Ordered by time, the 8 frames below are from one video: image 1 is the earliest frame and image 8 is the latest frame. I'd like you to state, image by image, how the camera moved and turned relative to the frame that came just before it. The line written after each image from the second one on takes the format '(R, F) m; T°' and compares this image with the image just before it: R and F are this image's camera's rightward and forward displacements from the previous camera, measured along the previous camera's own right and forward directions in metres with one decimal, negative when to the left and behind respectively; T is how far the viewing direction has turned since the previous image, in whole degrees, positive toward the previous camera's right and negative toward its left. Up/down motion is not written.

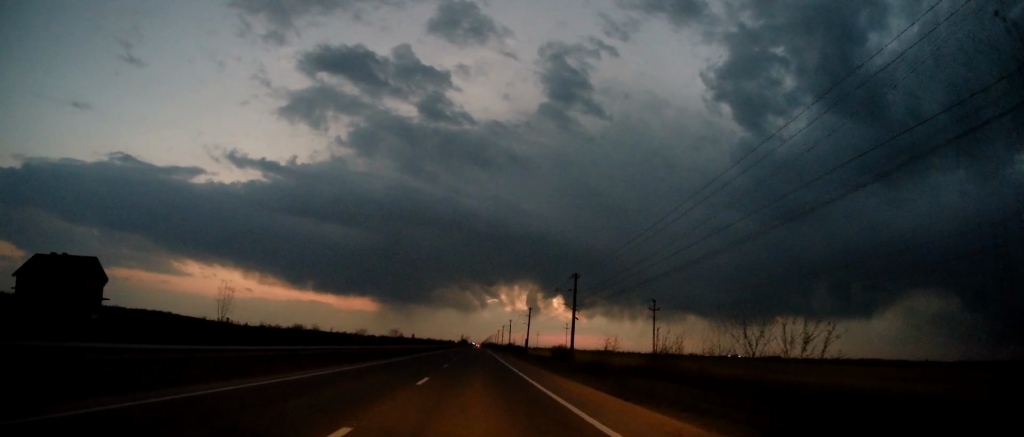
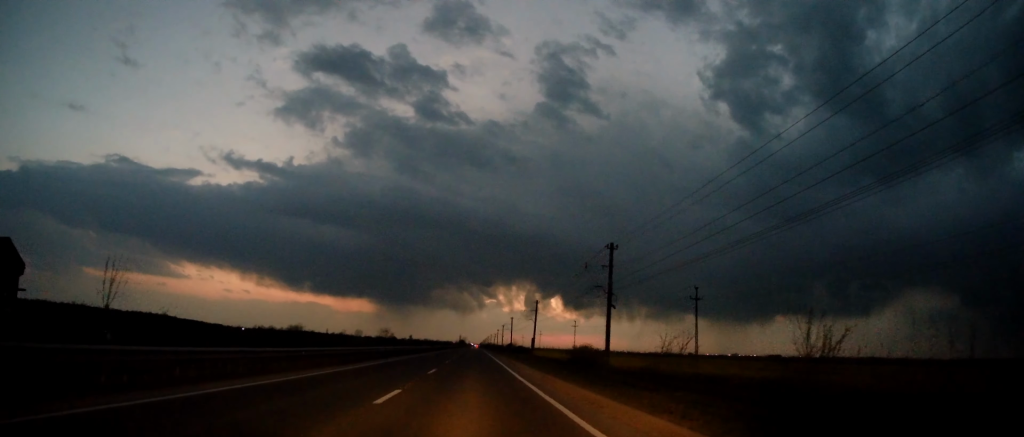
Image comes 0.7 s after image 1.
(0.0, +16.9) m; 0°
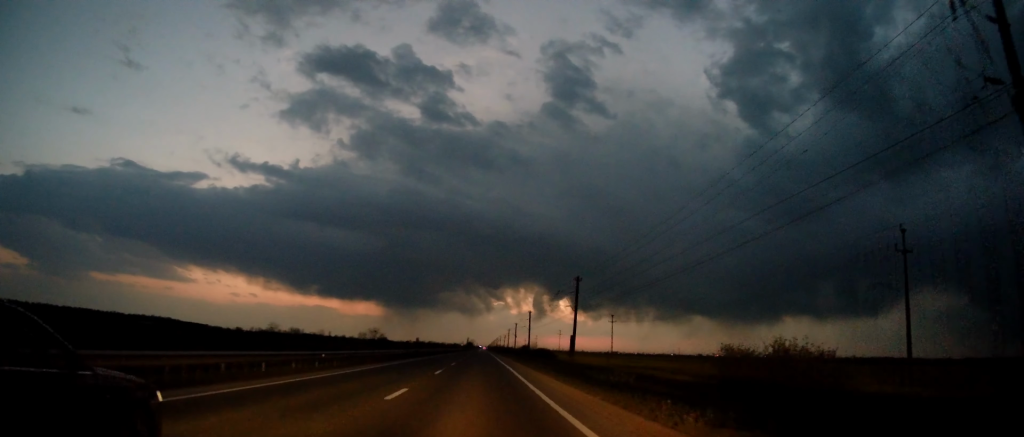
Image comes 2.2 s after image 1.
(-0.1, +33.5) m; 0°
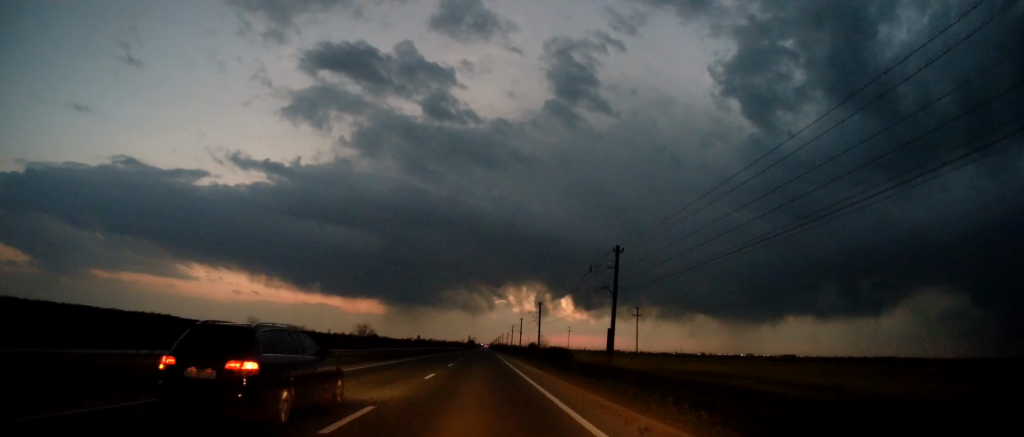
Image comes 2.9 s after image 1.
(0.0, +16.6) m; 0°
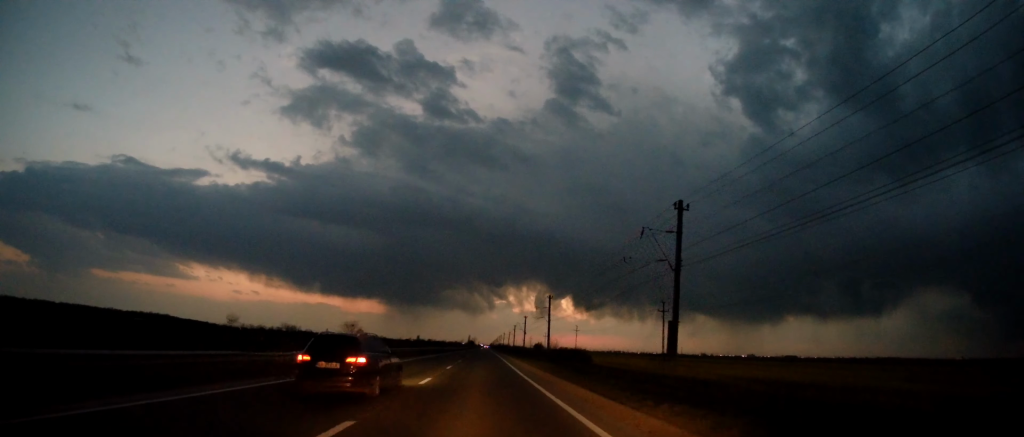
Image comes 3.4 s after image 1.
(0.0, +13.5) m; 0°
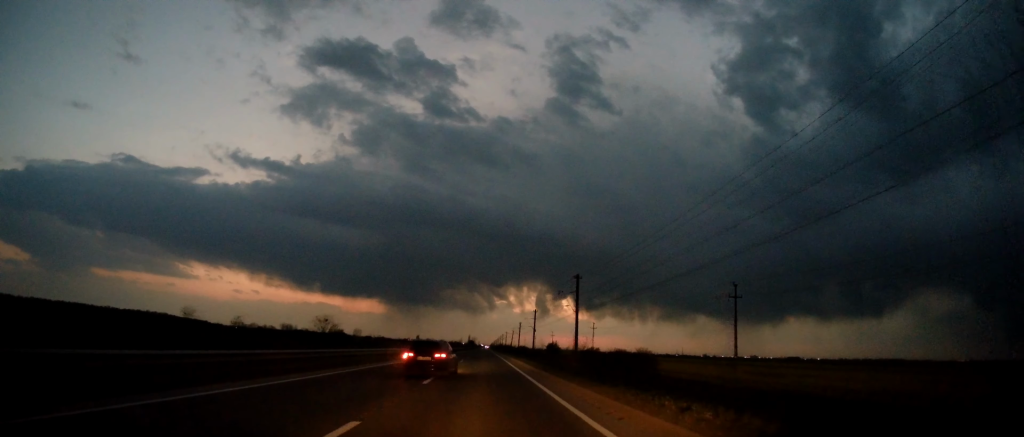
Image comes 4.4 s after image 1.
(-0.1, +23.3) m; -1°
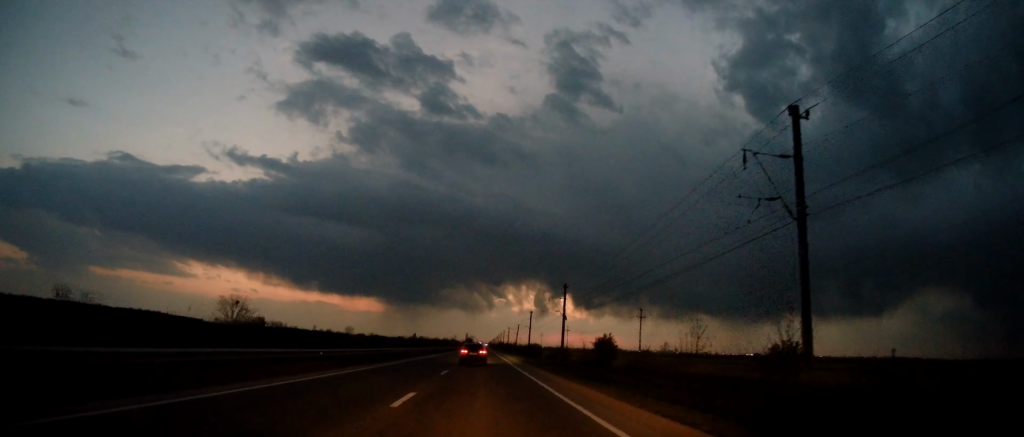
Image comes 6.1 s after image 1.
(+0.1, +40.8) m; +1°
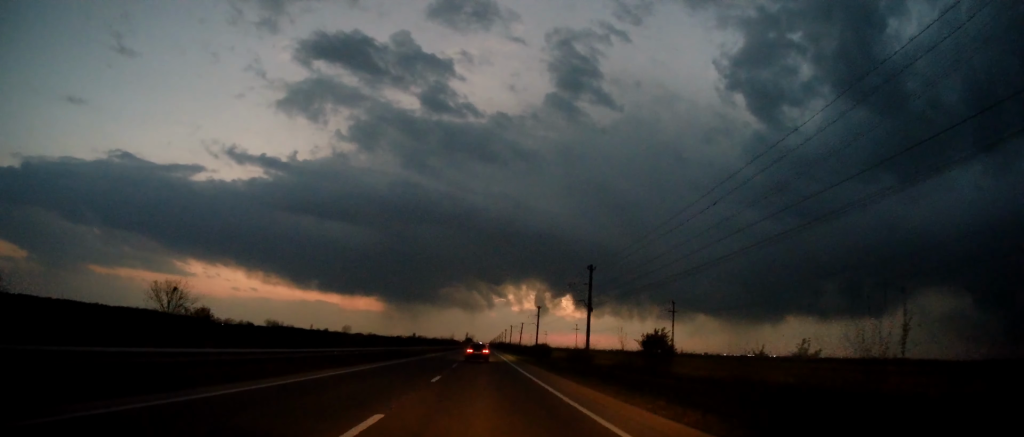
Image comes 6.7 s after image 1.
(+0.4, +15.7) m; 0°
